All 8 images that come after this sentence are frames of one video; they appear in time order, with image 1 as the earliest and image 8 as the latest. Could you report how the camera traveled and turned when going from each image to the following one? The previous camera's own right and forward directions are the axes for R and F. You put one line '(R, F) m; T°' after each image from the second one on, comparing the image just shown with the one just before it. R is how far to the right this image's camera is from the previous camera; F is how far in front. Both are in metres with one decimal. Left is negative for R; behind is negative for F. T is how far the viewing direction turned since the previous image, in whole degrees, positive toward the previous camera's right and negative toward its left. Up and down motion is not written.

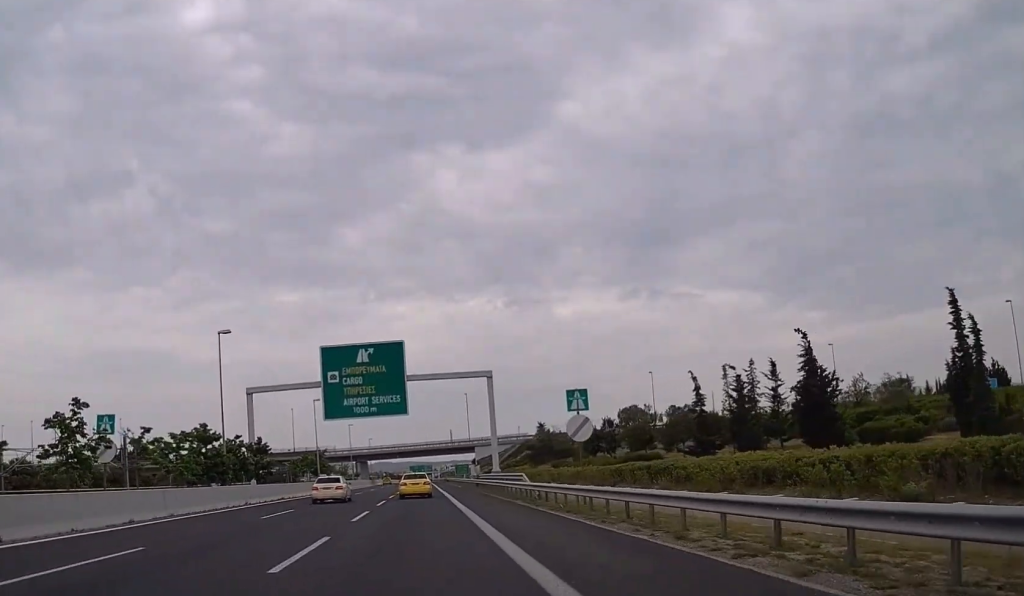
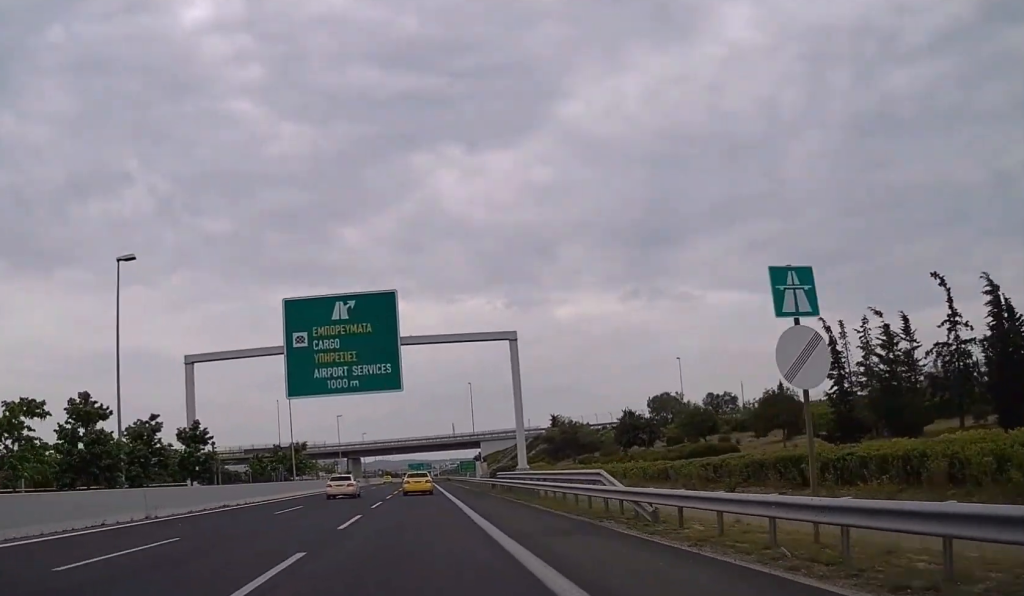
(+0.1, +16.0) m; 0°
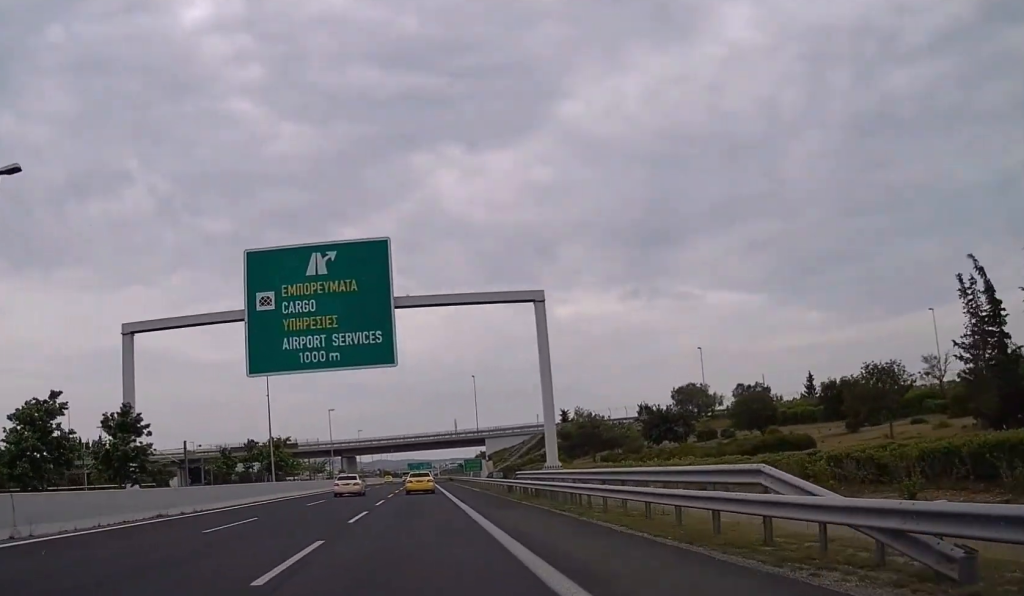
(-0.1, +10.2) m; 0°
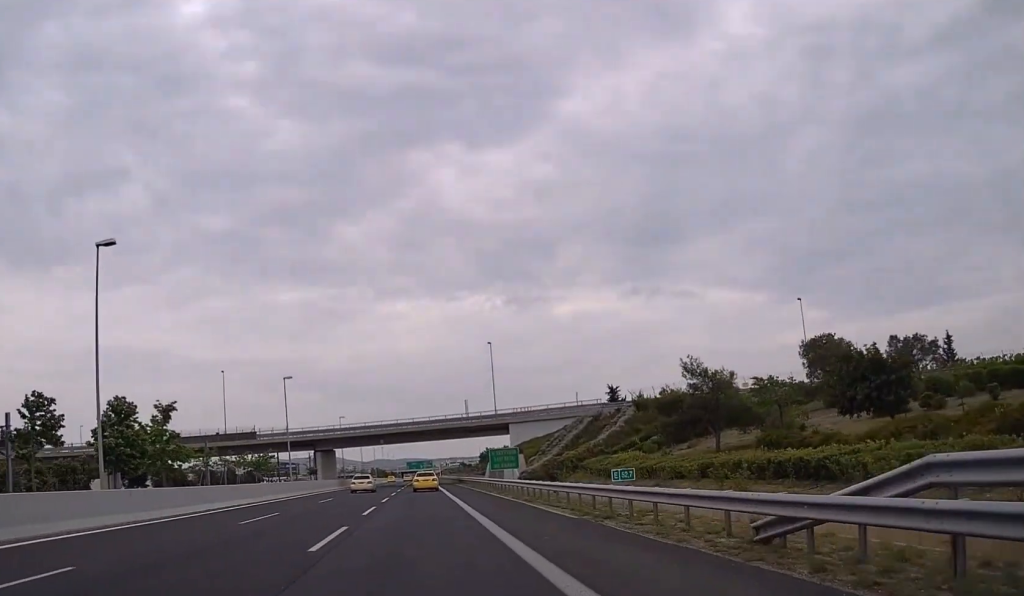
(0.0, +31.9) m; 0°
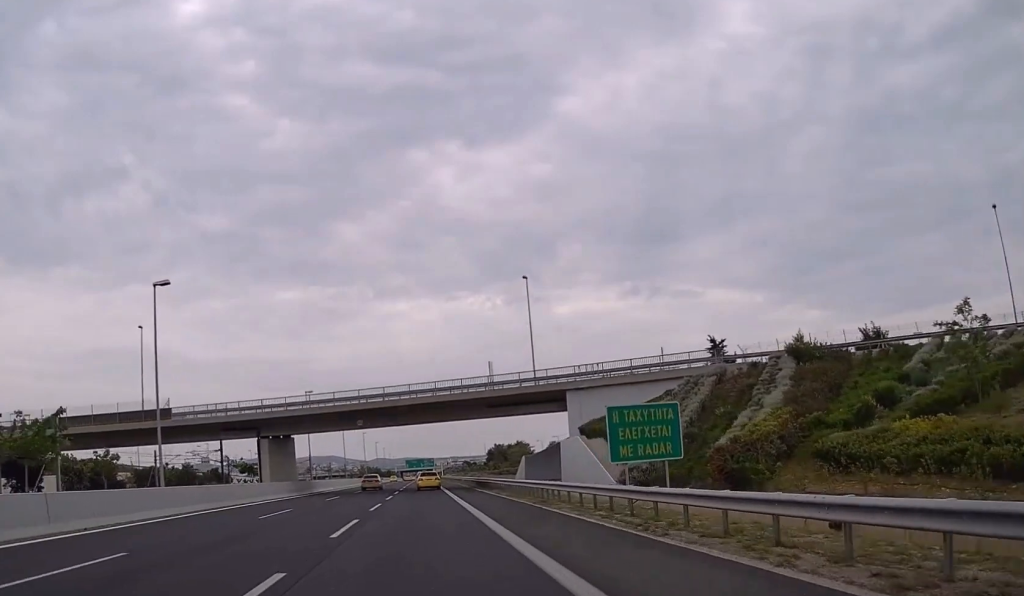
(-0.1, +34.4) m; 0°
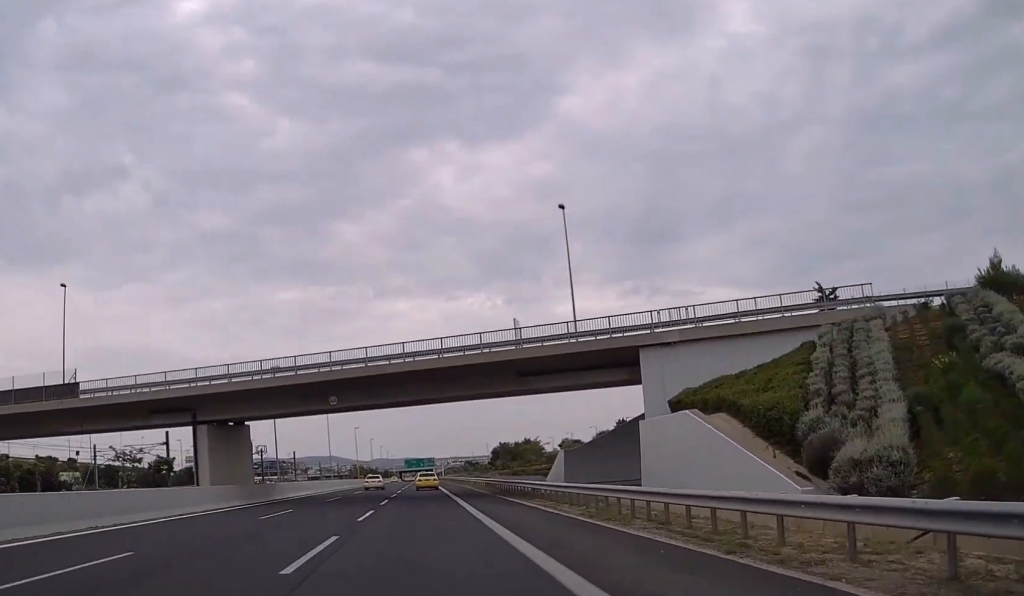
(-0.1, +17.8) m; 0°
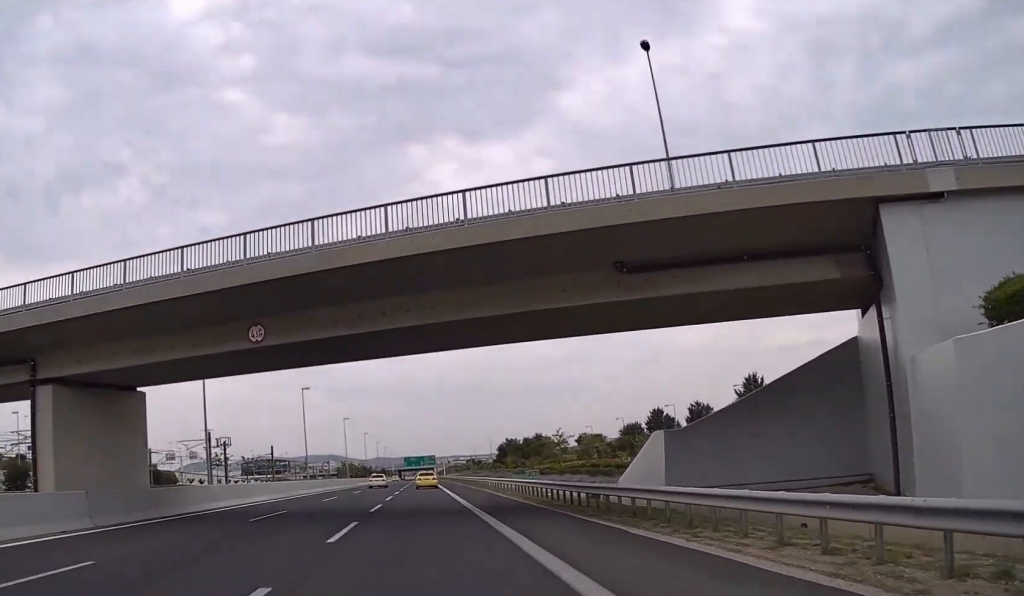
(+0.1, +19.8) m; 0°
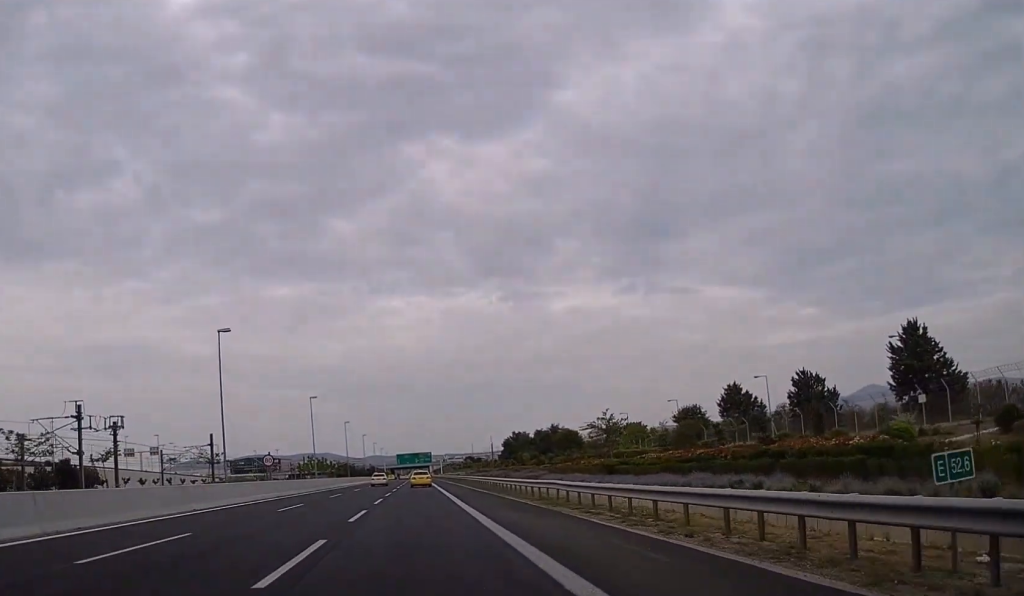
(-0.2, +29.7) m; 0°
